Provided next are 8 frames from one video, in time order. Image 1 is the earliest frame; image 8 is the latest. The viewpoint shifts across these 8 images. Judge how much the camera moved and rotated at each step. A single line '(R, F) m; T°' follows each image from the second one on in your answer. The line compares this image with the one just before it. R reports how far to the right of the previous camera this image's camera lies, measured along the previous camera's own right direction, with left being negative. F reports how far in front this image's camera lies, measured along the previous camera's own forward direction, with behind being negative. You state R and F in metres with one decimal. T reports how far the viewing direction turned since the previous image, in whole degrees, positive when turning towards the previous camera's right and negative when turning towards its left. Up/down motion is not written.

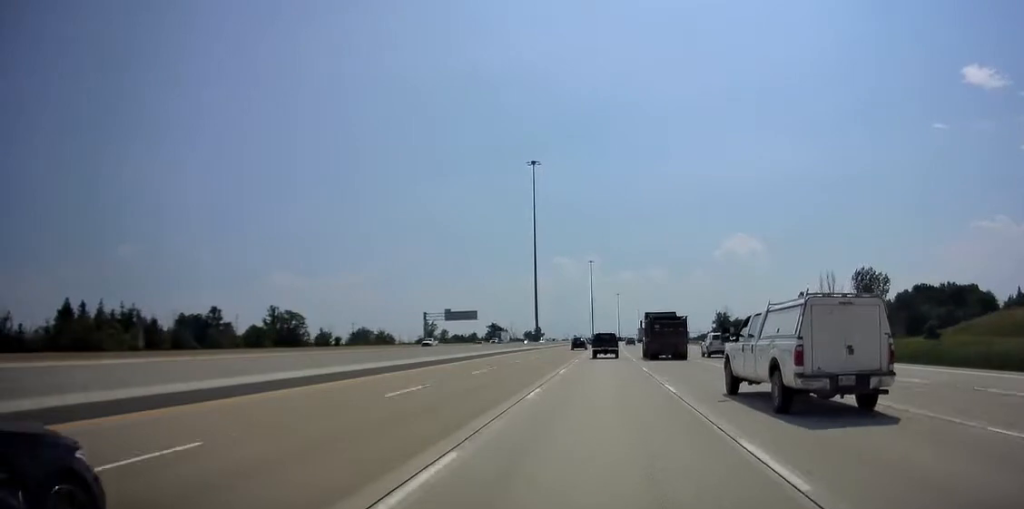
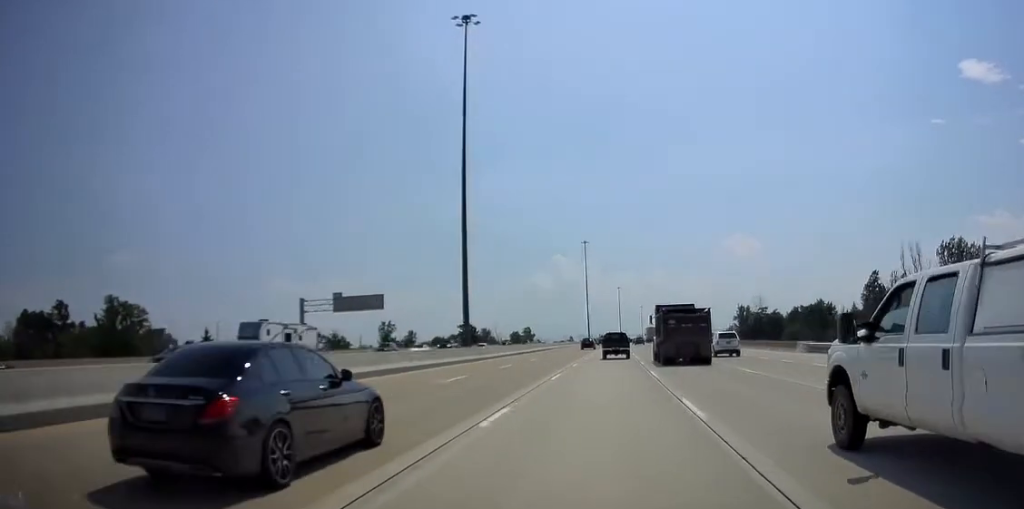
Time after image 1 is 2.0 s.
(+0.5, +64.6) m; +1°
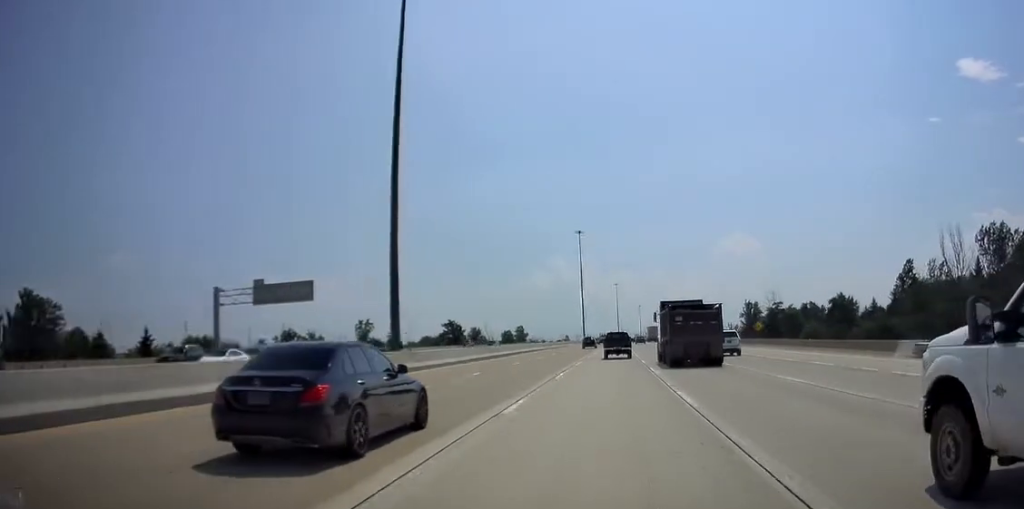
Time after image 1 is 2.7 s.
(+0.1, +21.1) m; 0°
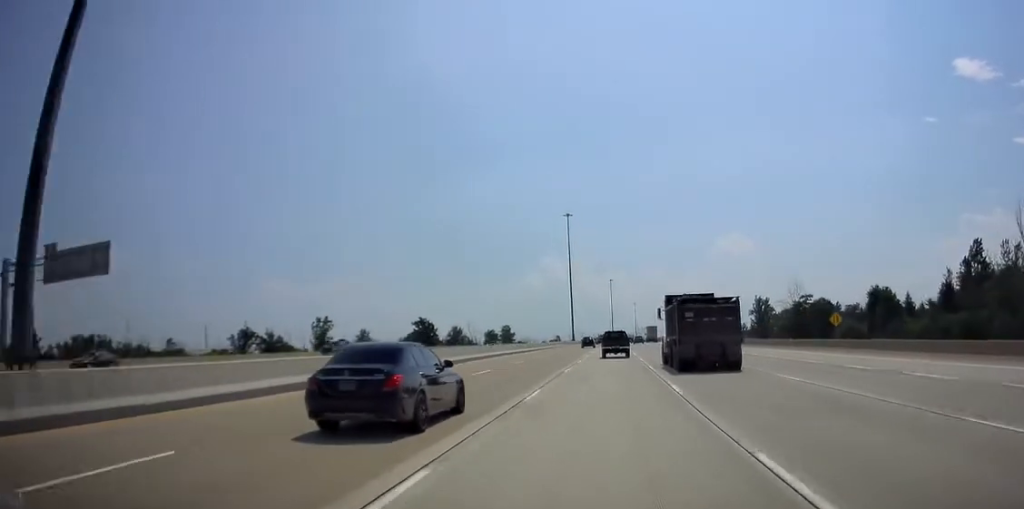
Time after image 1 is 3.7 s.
(0.0, +31.8) m; 0°
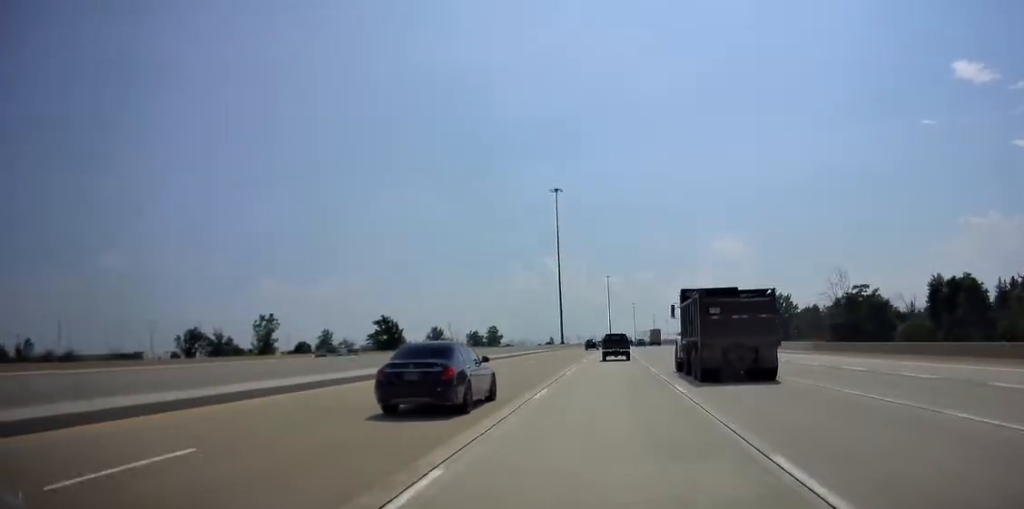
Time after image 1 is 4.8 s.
(+0.2, +34.9) m; +1°
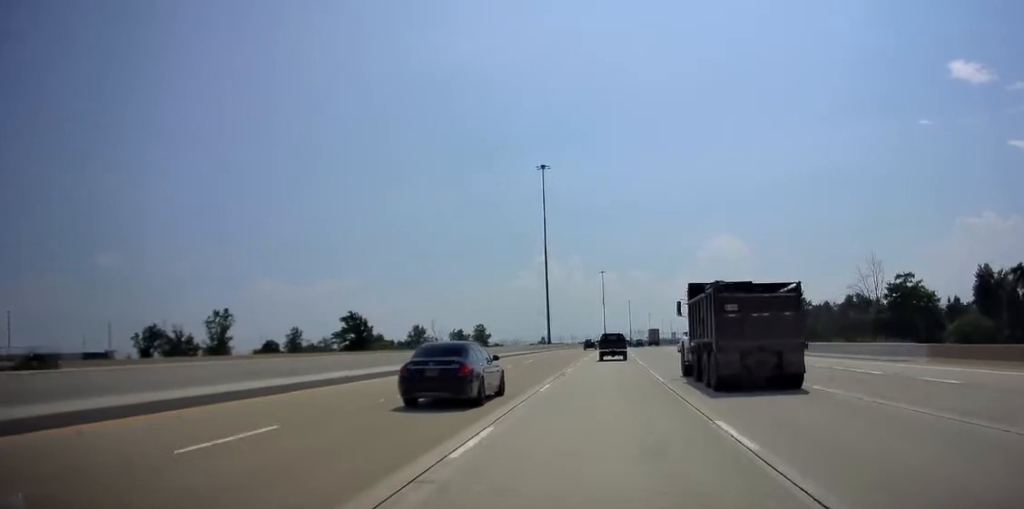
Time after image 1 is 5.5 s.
(+0.2, +21.2) m; 0°
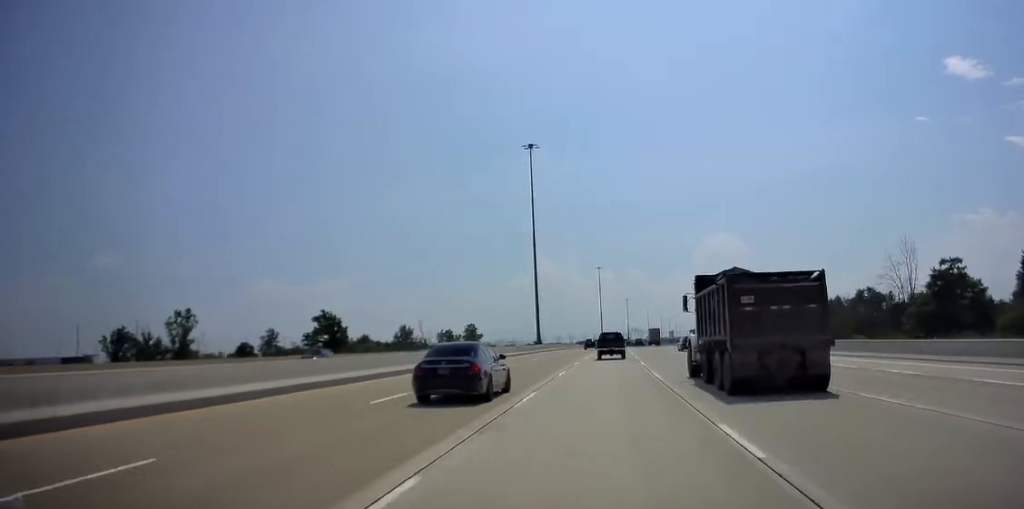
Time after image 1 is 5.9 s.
(+0.2, +14.8) m; 0°
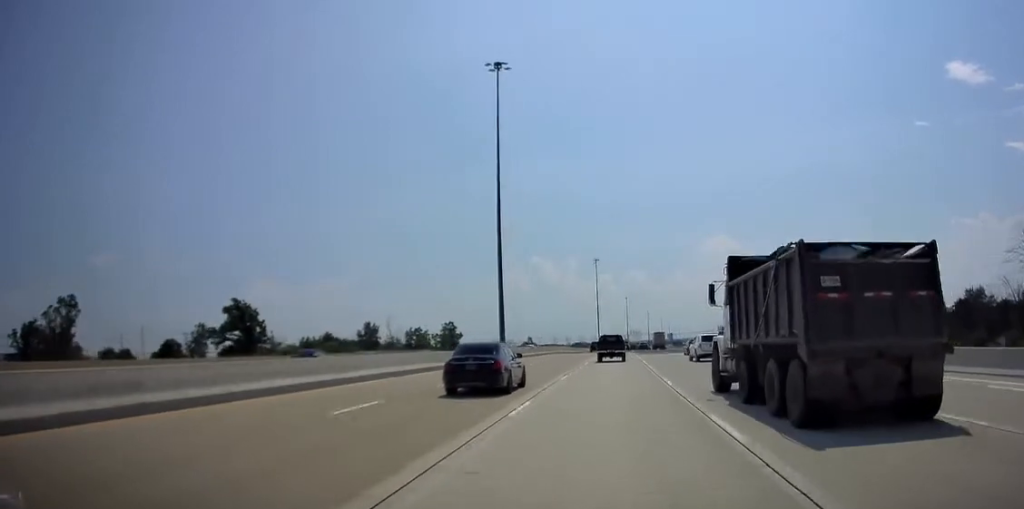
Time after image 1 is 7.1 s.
(-0.5, +38.2) m; 0°
